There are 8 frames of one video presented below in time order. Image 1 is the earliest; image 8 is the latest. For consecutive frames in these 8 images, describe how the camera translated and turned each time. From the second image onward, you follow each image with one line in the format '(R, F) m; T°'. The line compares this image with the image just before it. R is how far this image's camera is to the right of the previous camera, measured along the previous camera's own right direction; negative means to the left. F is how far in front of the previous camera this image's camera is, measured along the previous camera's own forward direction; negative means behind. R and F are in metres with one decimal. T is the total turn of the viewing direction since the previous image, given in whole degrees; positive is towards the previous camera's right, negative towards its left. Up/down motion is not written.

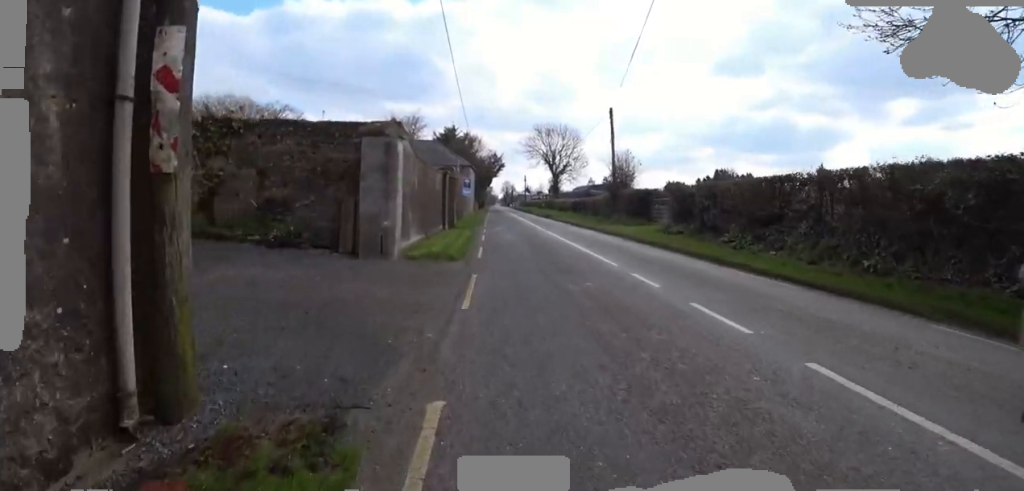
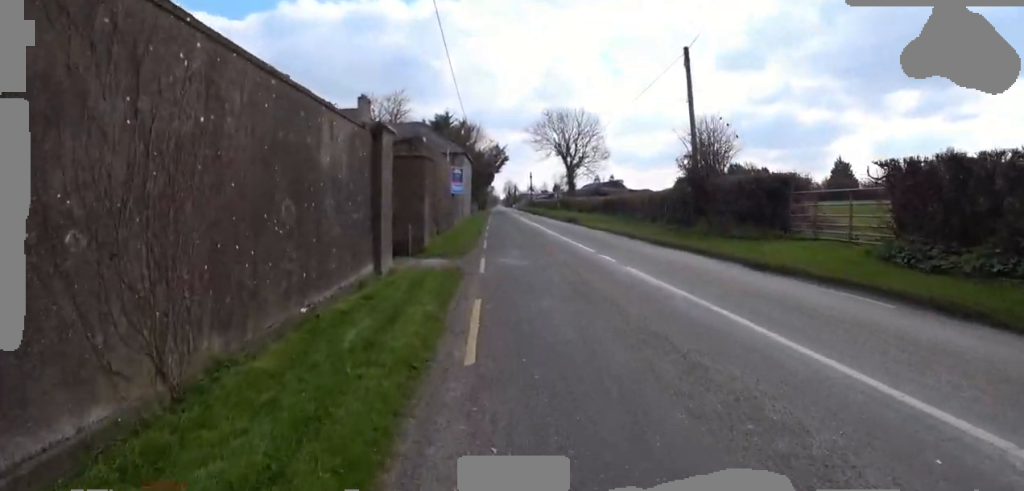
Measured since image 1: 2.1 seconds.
(0.0, +10.5) m; 0°
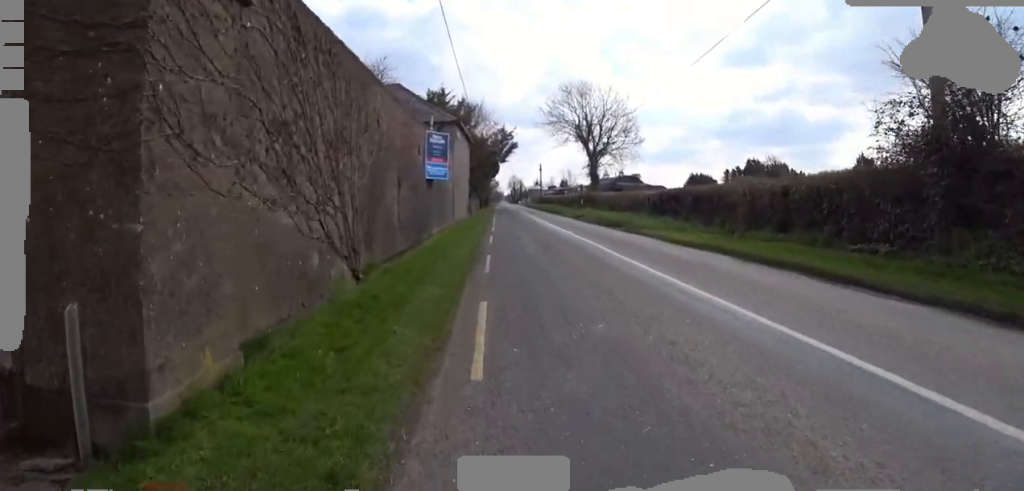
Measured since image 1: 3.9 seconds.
(0.0, +9.0) m; 0°
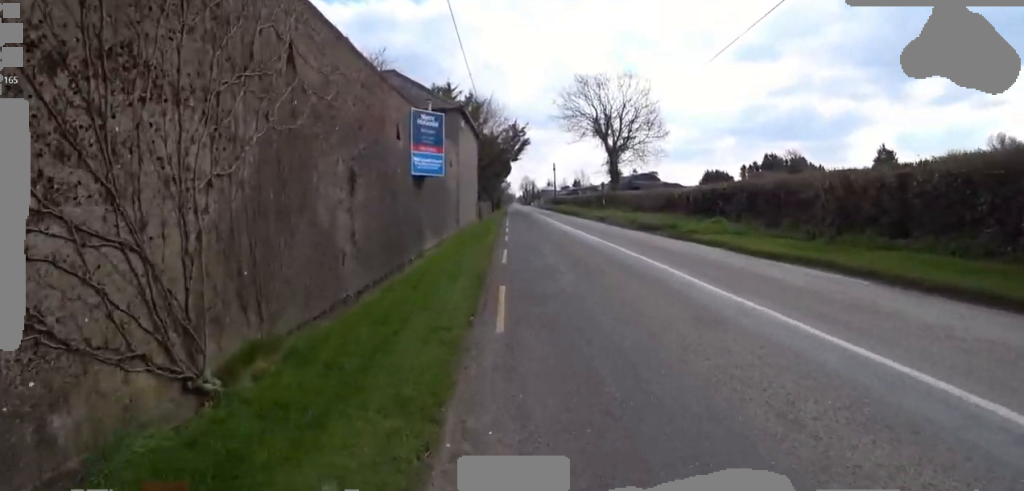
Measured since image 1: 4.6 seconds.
(0.0, +3.2) m; 0°
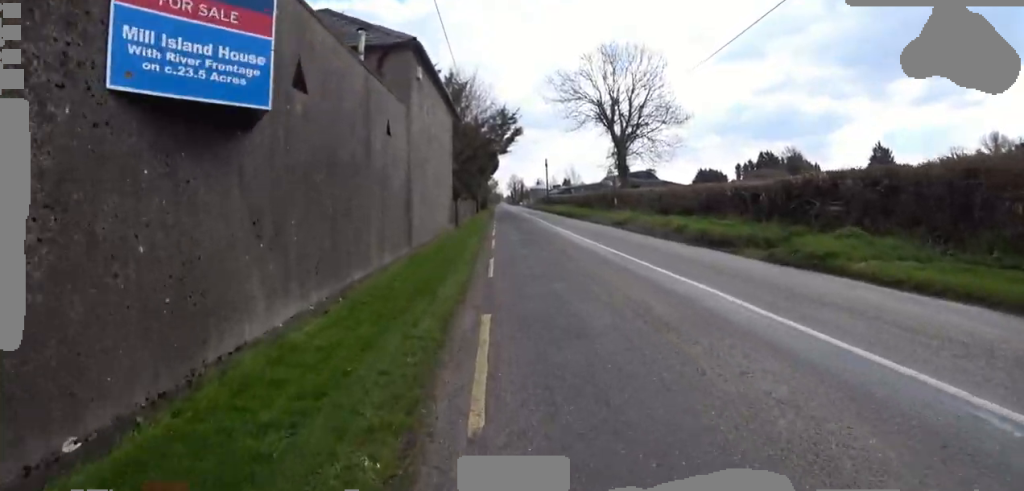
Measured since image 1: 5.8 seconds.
(0.0, +6.2) m; 0°
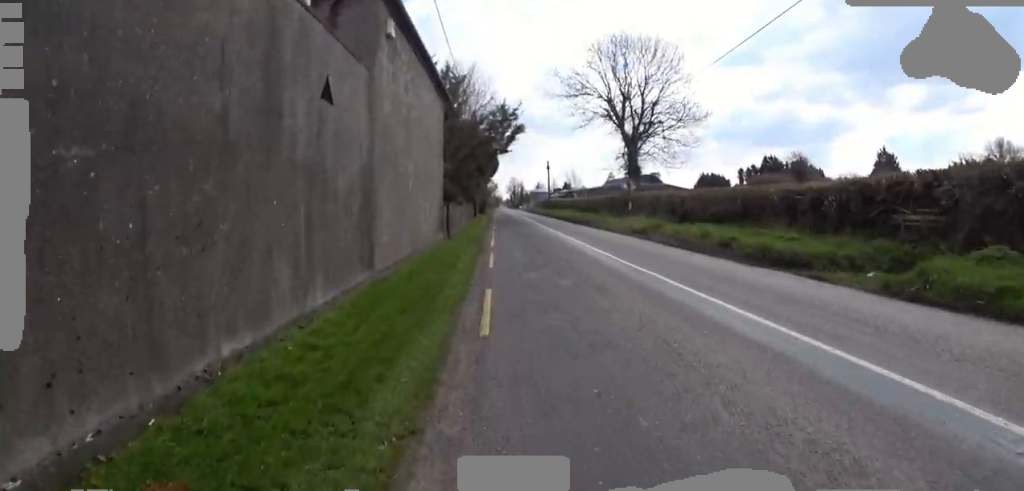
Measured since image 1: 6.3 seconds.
(0.0, +2.7) m; 0°
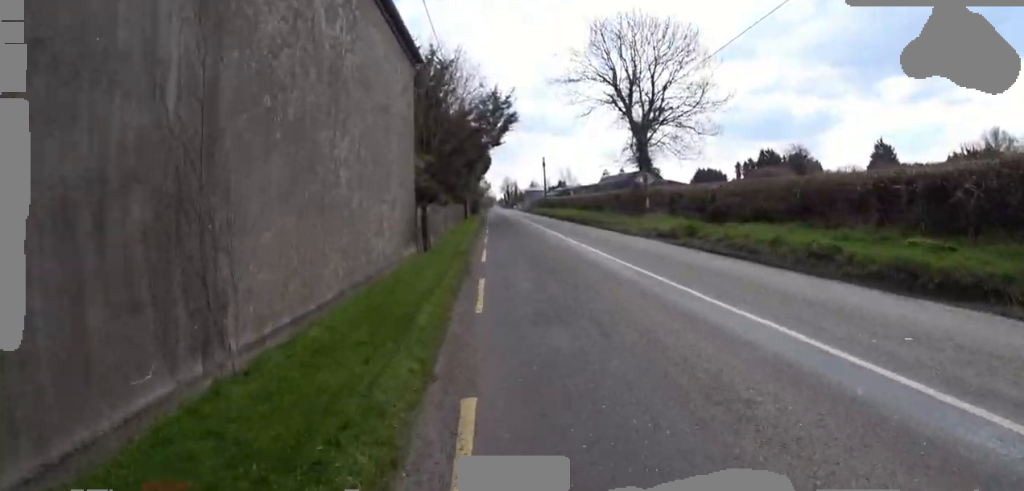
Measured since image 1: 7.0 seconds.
(0.0, +3.4) m; 0°
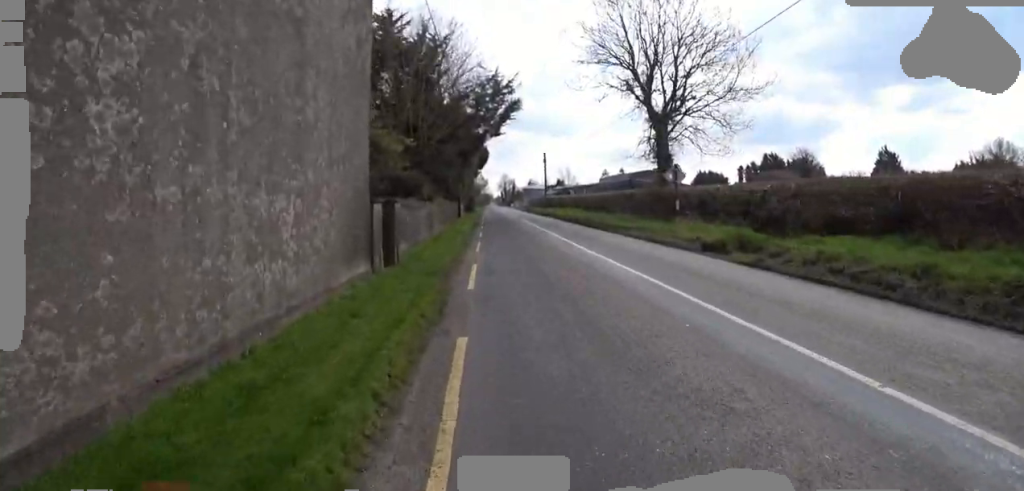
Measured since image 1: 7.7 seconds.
(0.0, +3.3) m; 0°
